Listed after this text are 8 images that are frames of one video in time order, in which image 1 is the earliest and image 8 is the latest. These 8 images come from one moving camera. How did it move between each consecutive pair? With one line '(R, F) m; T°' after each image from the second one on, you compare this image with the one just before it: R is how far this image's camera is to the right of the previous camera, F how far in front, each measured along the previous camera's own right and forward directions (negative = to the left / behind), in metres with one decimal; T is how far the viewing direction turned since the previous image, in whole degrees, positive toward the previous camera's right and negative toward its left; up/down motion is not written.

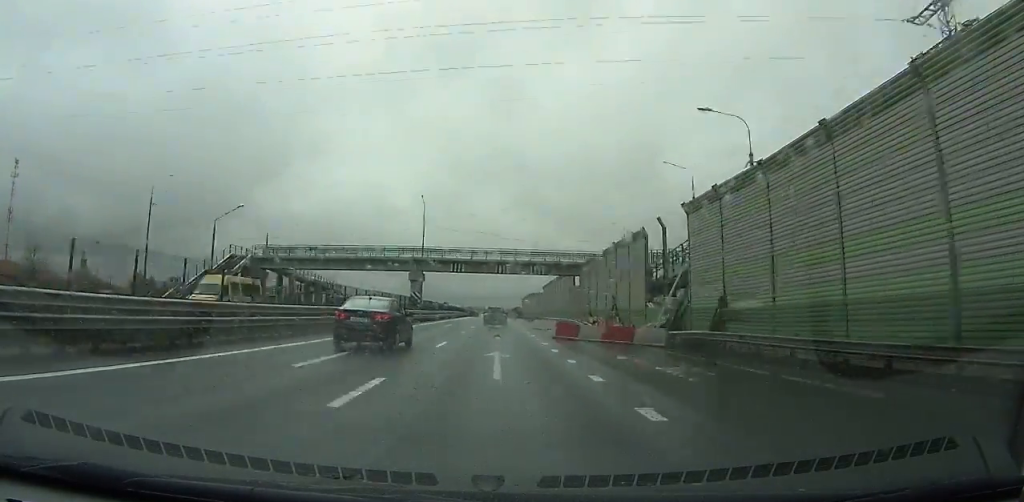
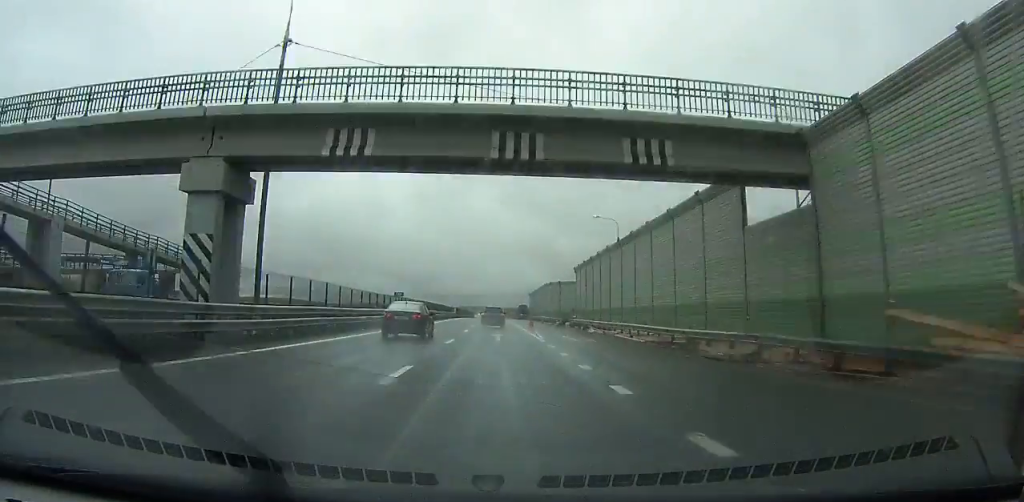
(-0.1, +46.3) m; 0°
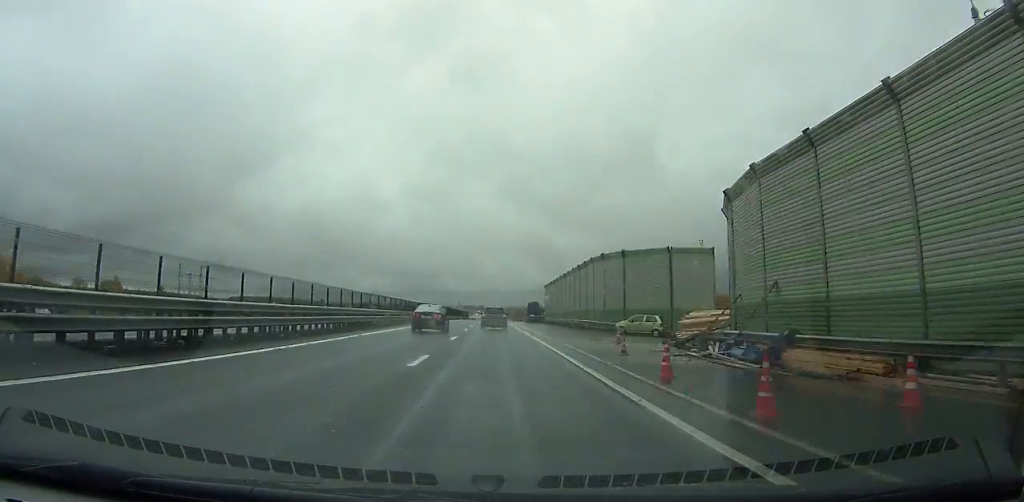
(+0.2, +45.2) m; 0°
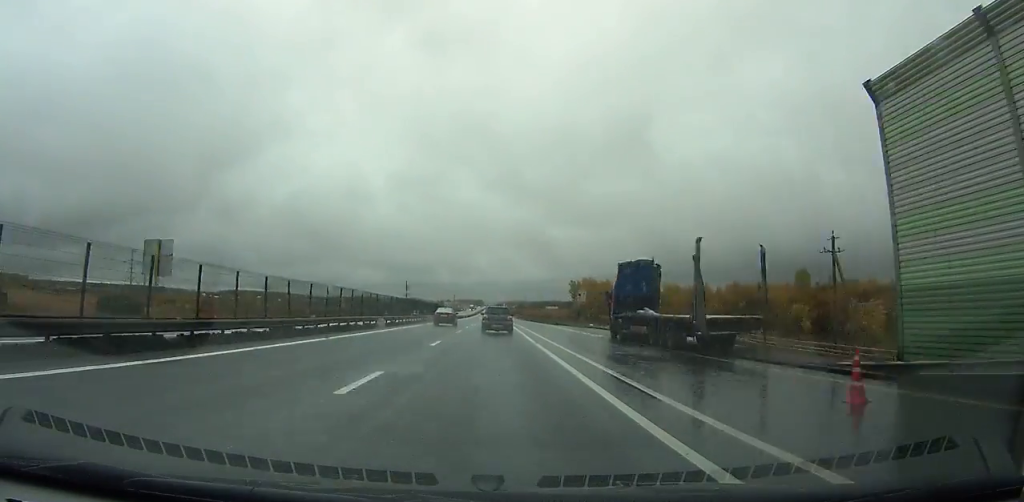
(-0.1, +89.2) m; 0°
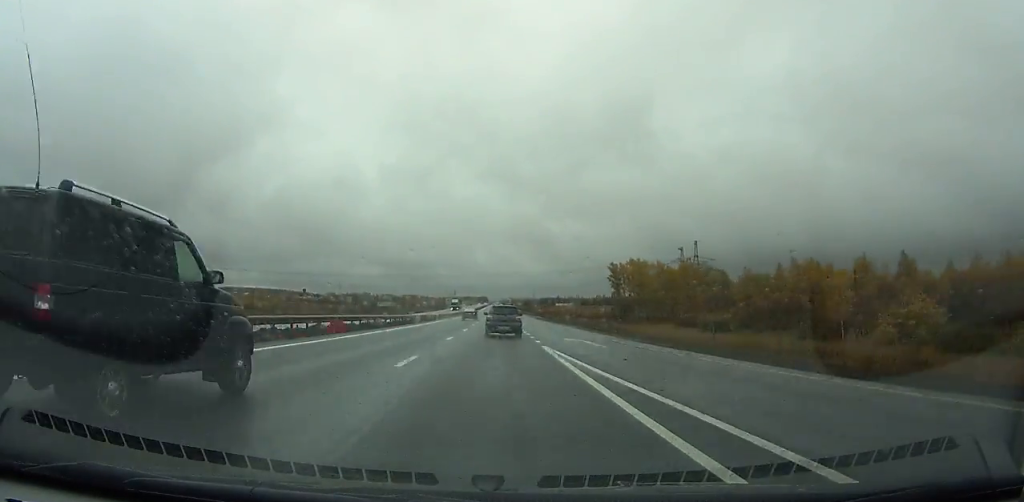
(-0.2, +92.8) m; 0°
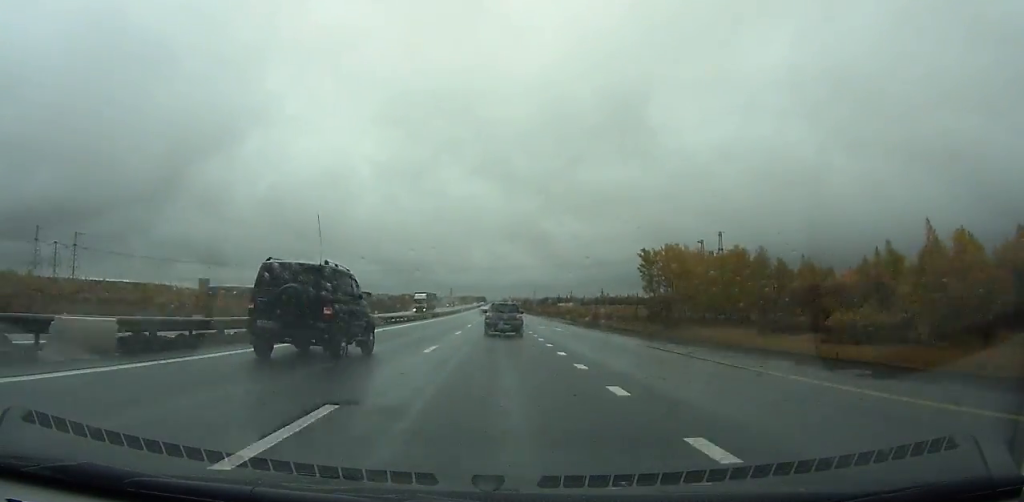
(+0.3, +44.4) m; 0°
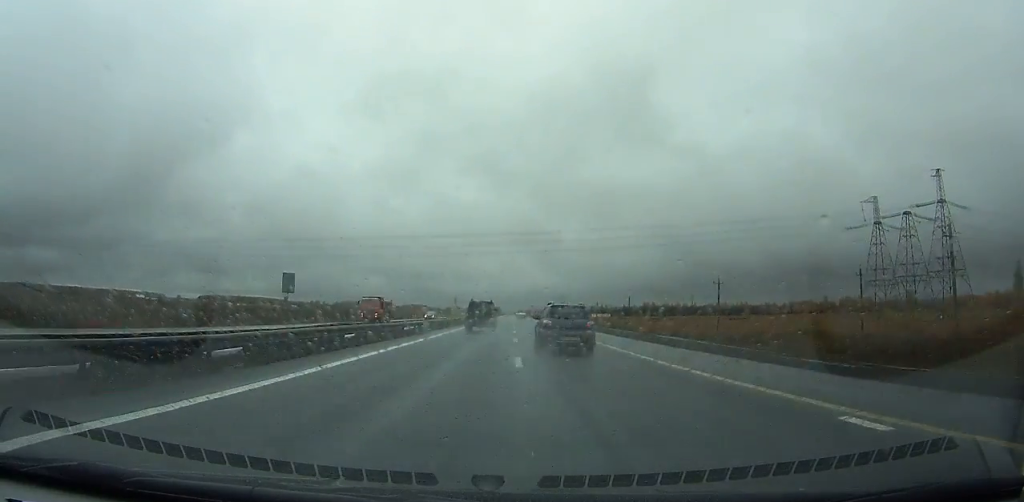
(-1.9, +173.8) m; -1°
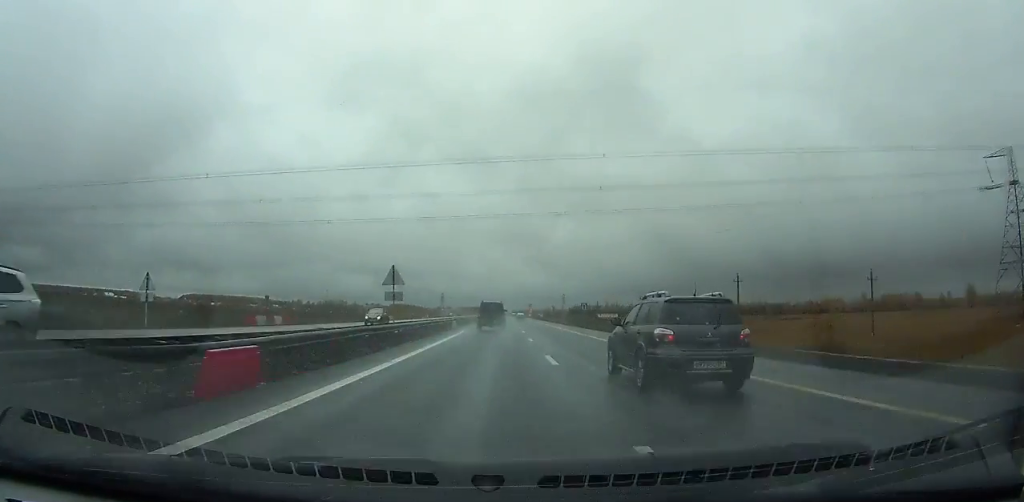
(+0.2, +71.4) m; +1°
